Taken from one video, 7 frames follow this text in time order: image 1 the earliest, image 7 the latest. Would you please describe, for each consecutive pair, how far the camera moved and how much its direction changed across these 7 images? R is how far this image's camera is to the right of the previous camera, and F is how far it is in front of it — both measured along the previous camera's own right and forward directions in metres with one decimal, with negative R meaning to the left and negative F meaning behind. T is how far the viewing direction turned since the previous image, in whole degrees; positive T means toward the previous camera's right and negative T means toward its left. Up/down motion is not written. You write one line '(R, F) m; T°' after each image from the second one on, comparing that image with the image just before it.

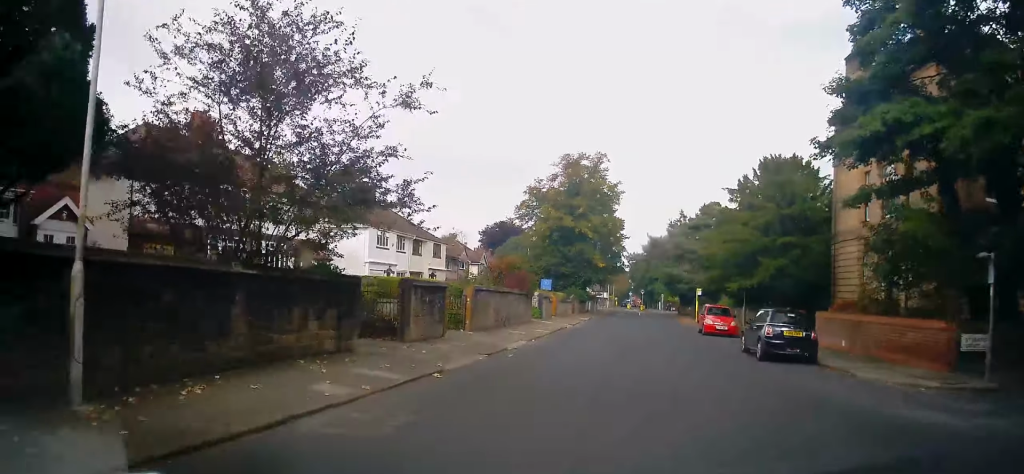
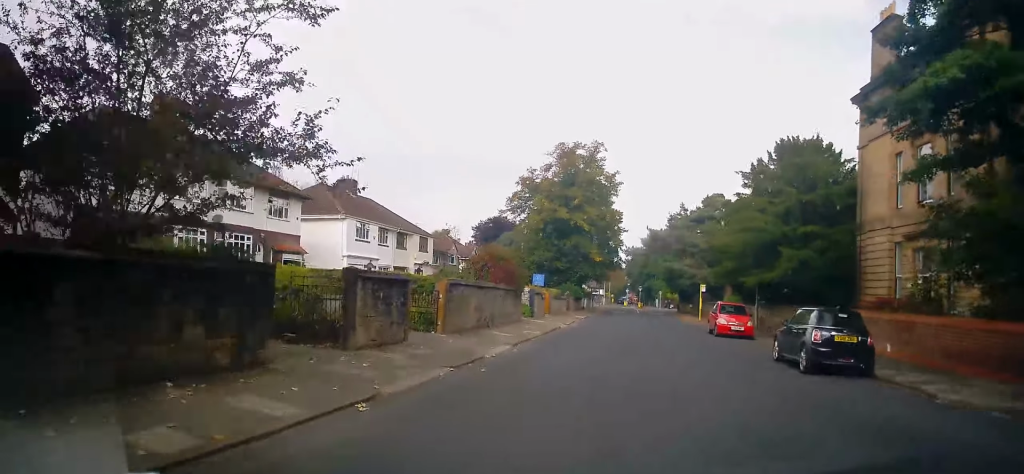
(0.0, +3.6) m; +1°
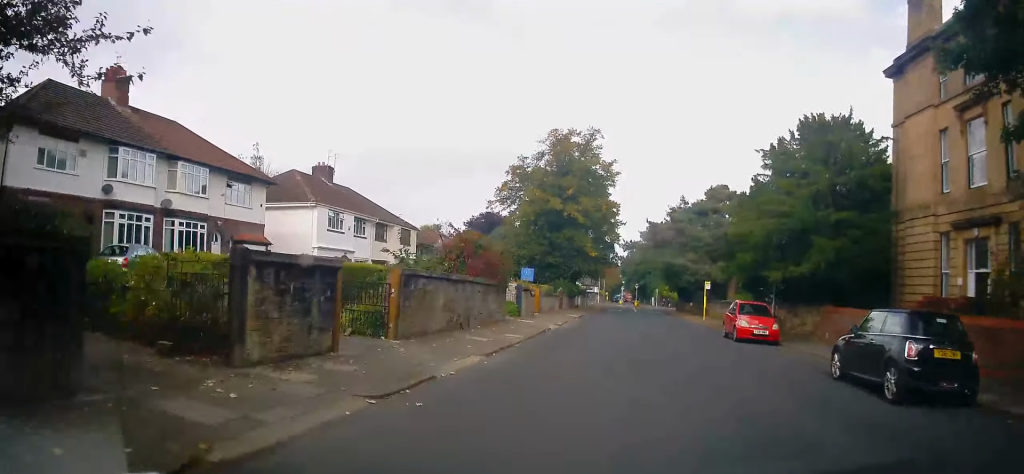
(-0.1, +4.1) m; +1°
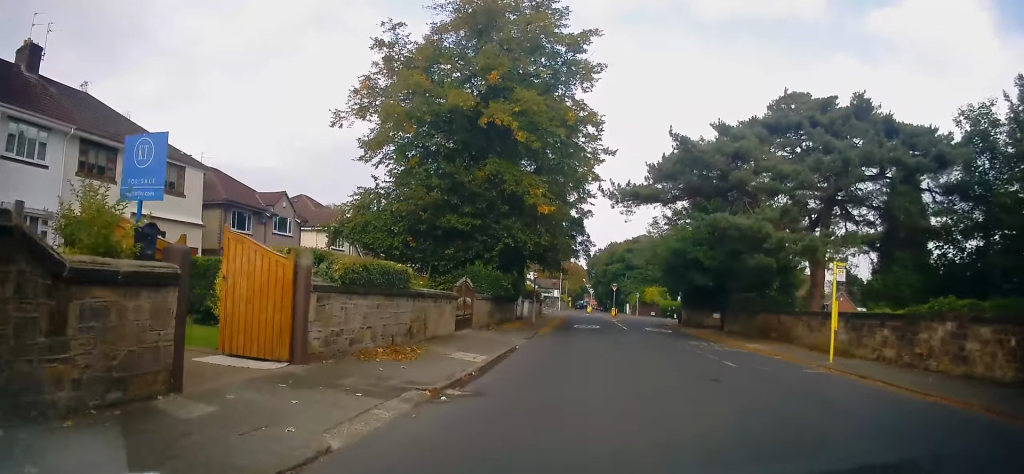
(+0.8, +29.3) m; +3°
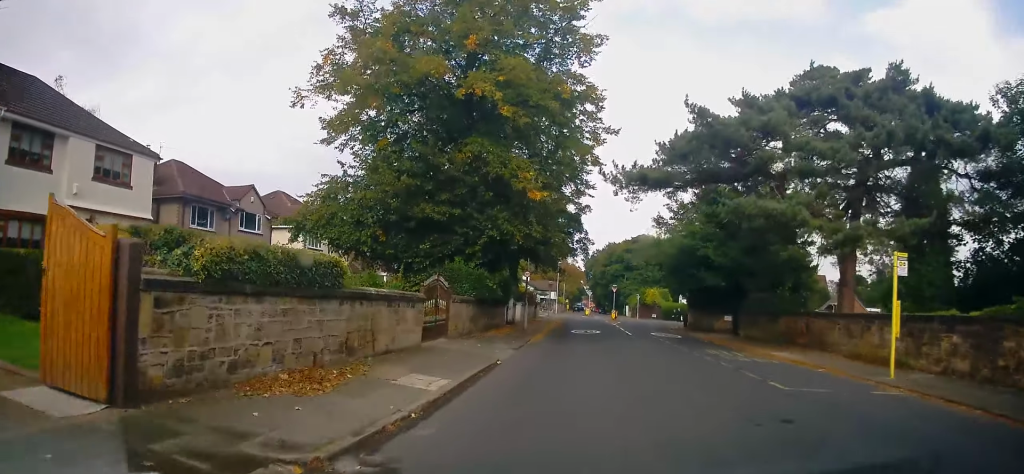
(0.0, +3.9) m; +1°
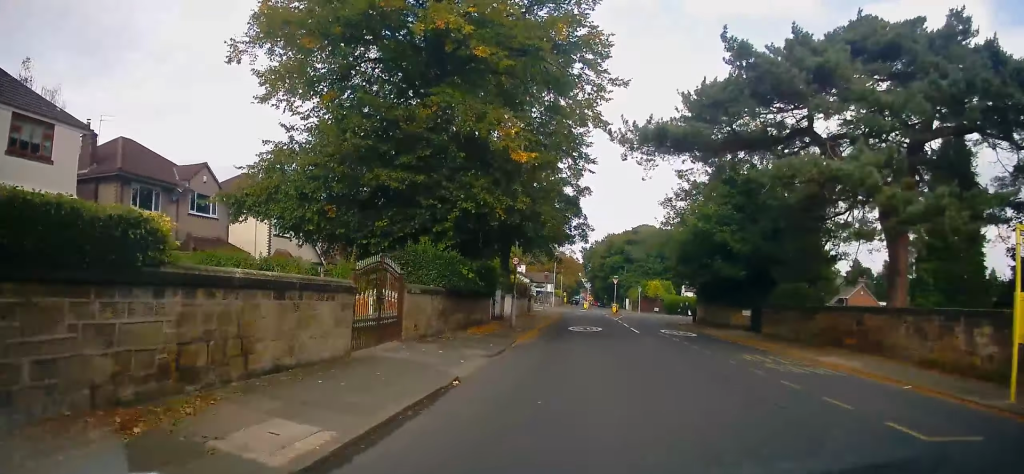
(0.0, +4.9) m; +1°
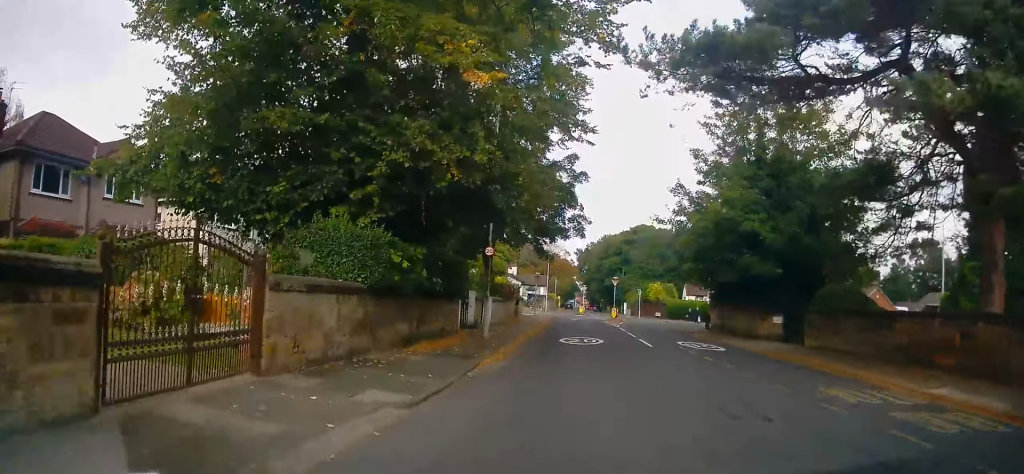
(+0.2, +6.4) m; -1°
